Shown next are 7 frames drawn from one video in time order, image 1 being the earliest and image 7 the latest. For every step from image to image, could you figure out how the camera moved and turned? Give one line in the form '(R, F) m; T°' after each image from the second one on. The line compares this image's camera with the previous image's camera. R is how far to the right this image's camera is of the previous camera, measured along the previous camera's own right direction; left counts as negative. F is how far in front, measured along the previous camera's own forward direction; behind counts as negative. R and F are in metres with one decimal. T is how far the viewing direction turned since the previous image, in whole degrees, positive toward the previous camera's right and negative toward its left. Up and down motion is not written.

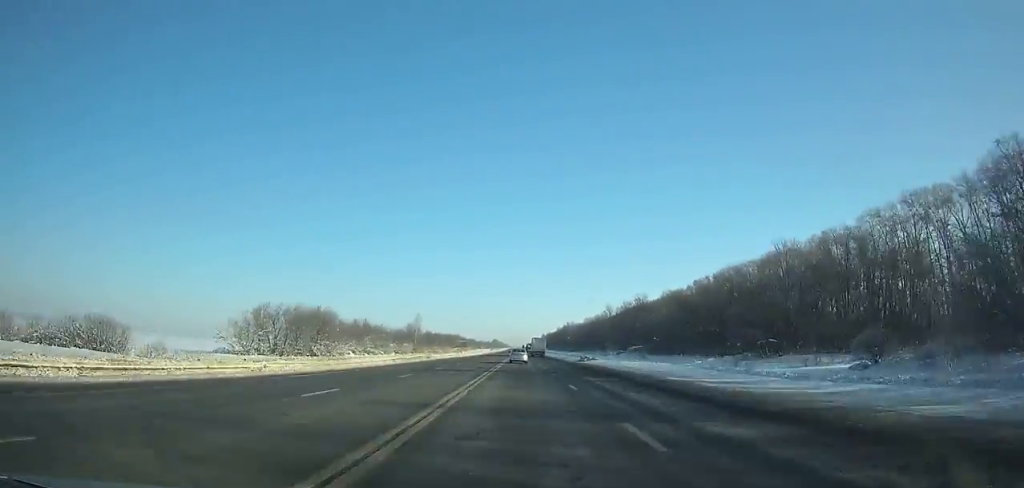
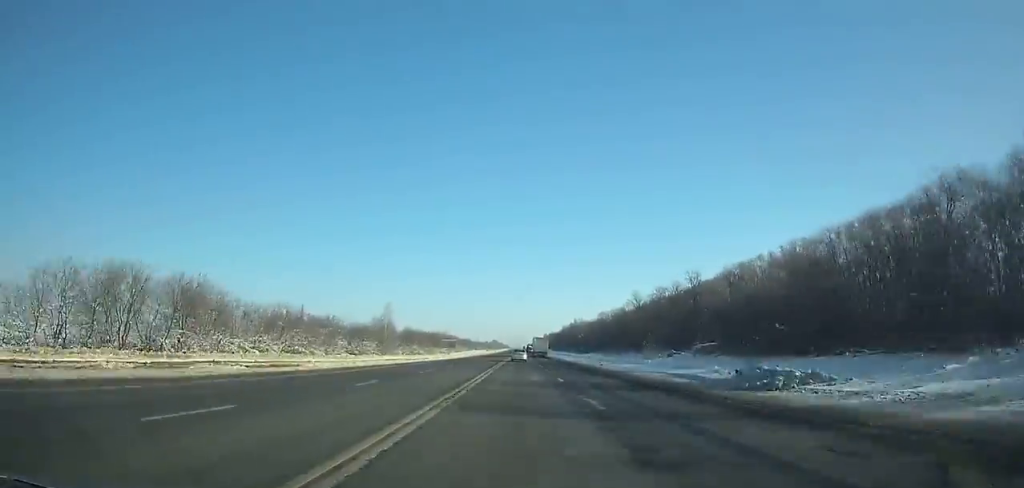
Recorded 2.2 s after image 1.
(+0.3, +55.3) m; 0°
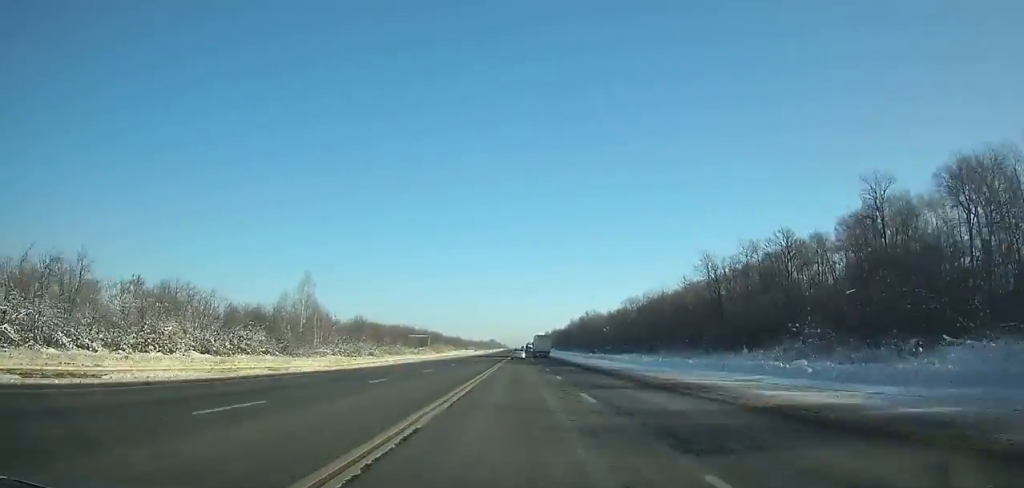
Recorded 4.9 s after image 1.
(-0.2, +70.4) m; 0°
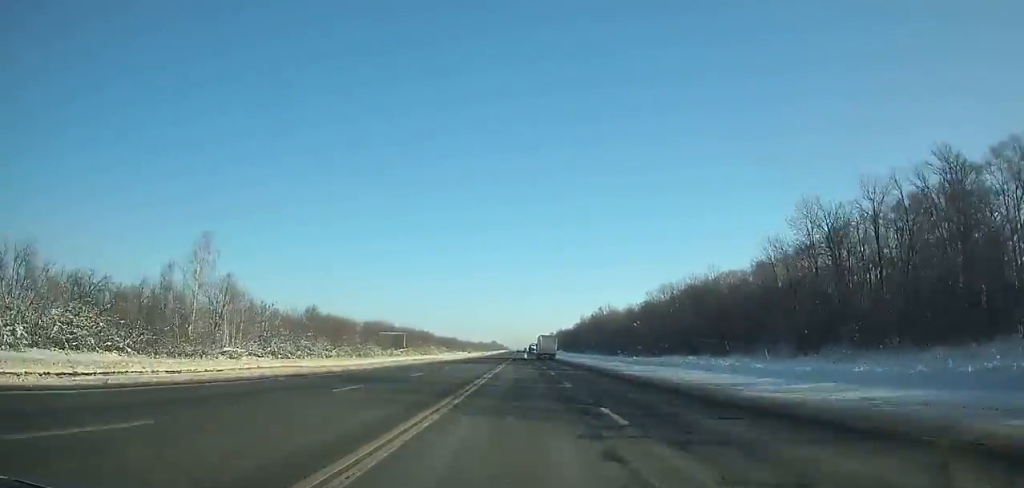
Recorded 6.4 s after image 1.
(0.0, +40.6) m; 0°
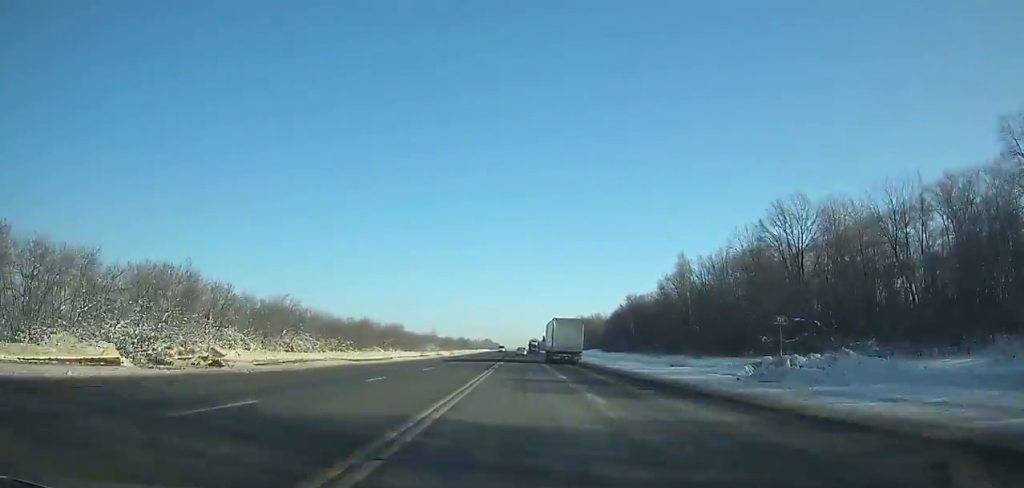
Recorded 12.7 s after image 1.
(+0.3, +175.4) m; 0°
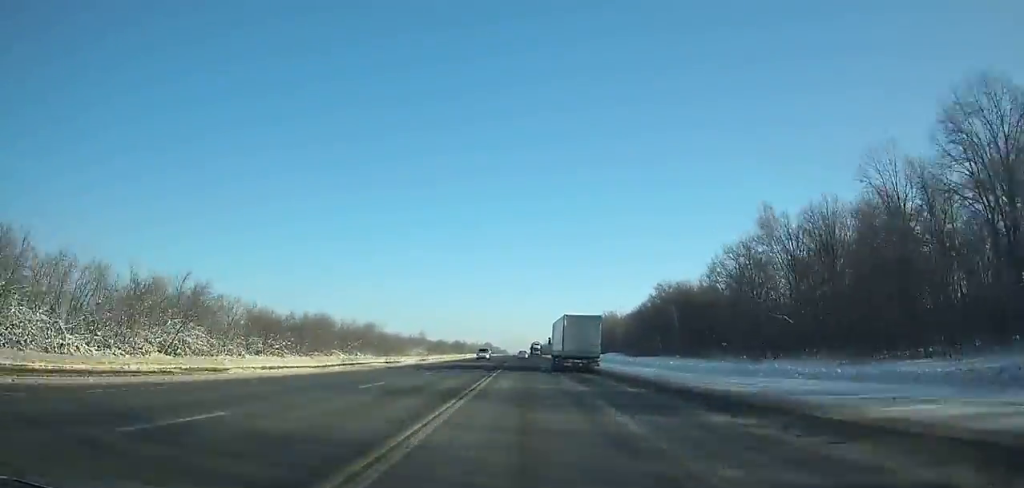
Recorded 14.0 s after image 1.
(0.0, +37.0) m; 0°
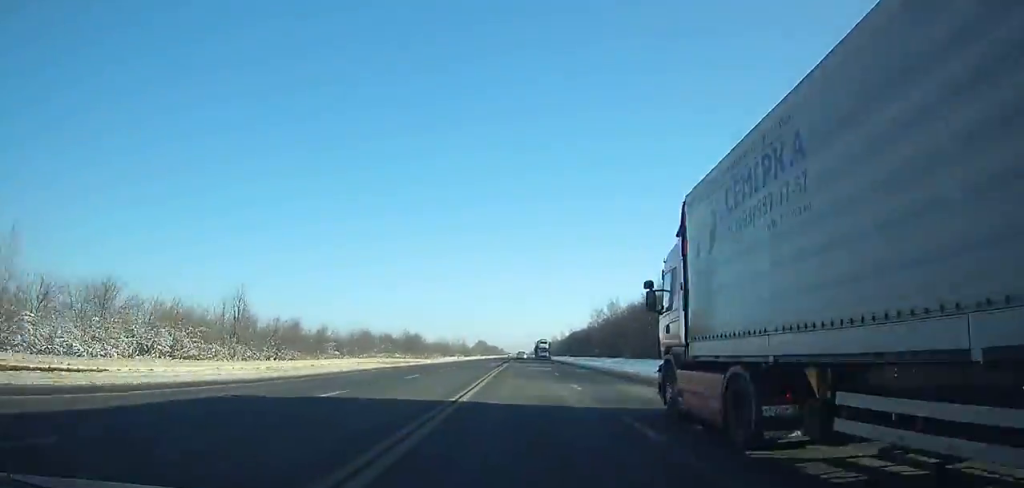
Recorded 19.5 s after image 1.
(-0.4, +158.9) m; 0°
